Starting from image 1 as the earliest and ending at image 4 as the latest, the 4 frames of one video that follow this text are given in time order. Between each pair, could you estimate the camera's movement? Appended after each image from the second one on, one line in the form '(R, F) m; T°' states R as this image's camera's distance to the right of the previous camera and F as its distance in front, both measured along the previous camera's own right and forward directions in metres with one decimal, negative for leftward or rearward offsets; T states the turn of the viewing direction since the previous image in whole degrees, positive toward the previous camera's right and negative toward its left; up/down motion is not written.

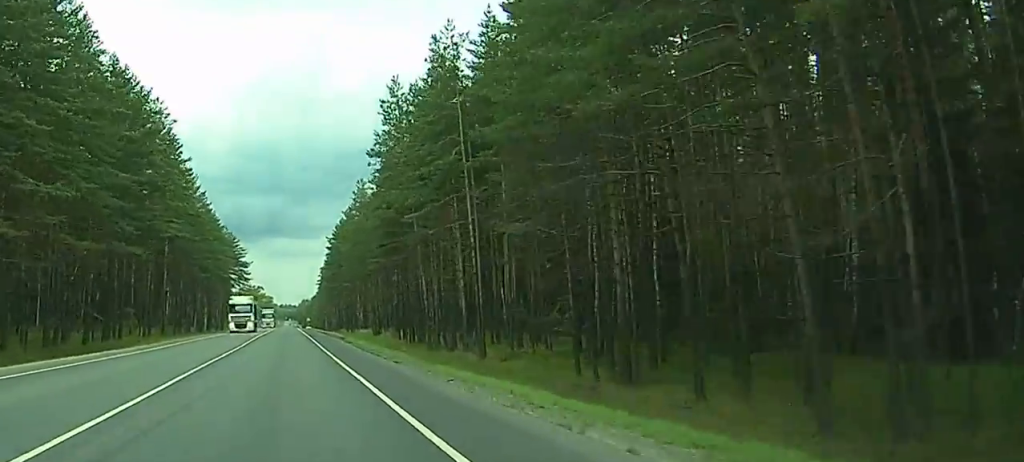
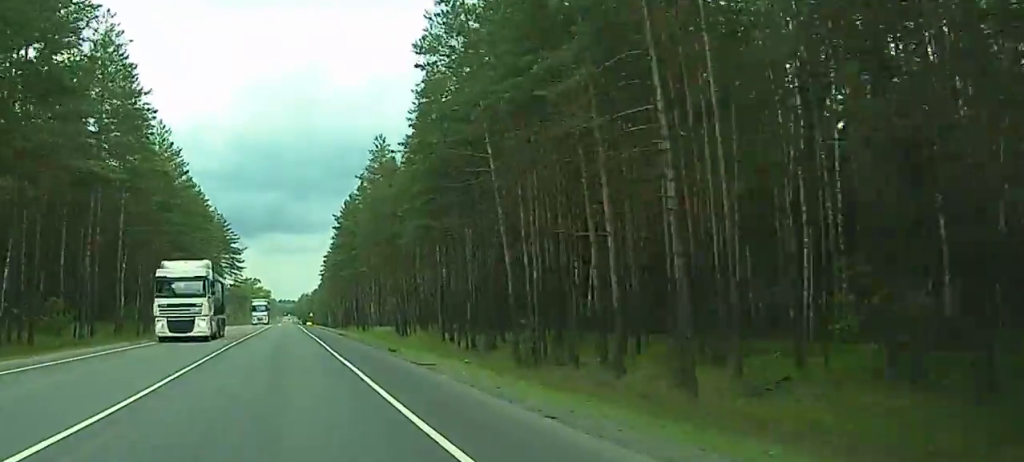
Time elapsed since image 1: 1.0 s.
(+0.1, +28.0) m; 0°
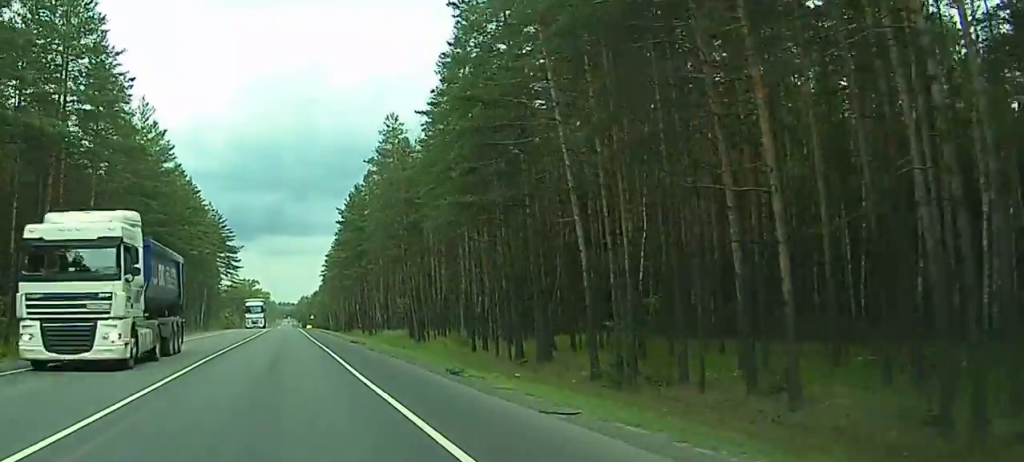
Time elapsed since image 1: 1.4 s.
(0.0, +11.6) m; 0°
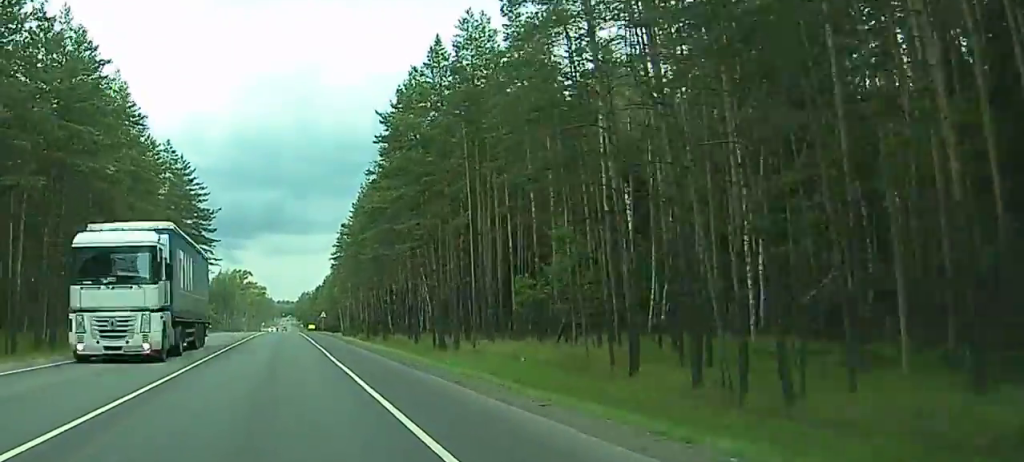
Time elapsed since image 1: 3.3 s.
(-0.2, +57.1) m; 0°
